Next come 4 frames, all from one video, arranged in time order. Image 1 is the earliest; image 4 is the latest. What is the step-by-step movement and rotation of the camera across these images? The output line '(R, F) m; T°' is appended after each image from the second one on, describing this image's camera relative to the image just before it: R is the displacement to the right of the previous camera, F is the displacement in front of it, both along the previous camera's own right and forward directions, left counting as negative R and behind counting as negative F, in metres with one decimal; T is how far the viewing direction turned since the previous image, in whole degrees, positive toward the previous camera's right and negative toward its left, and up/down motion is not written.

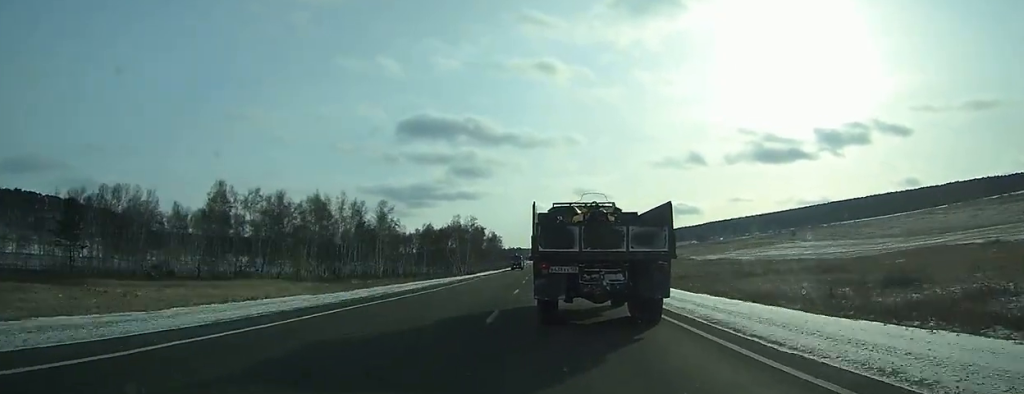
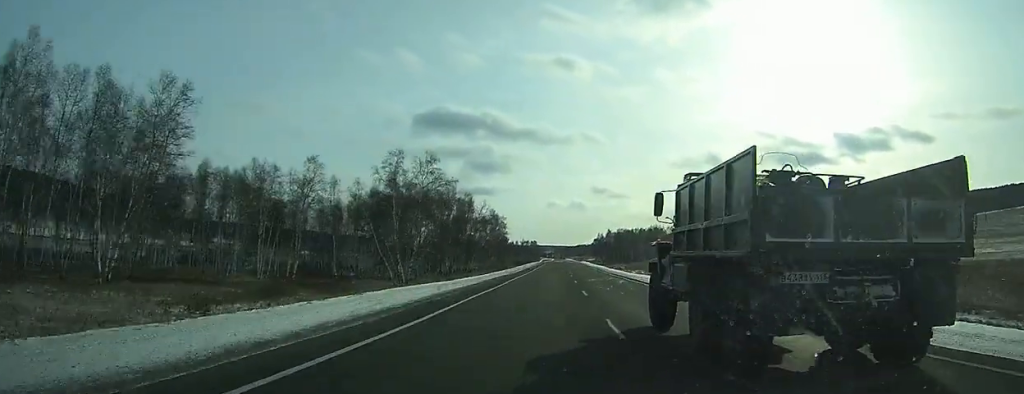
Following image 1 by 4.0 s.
(-1.1, +87.9) m; -1°
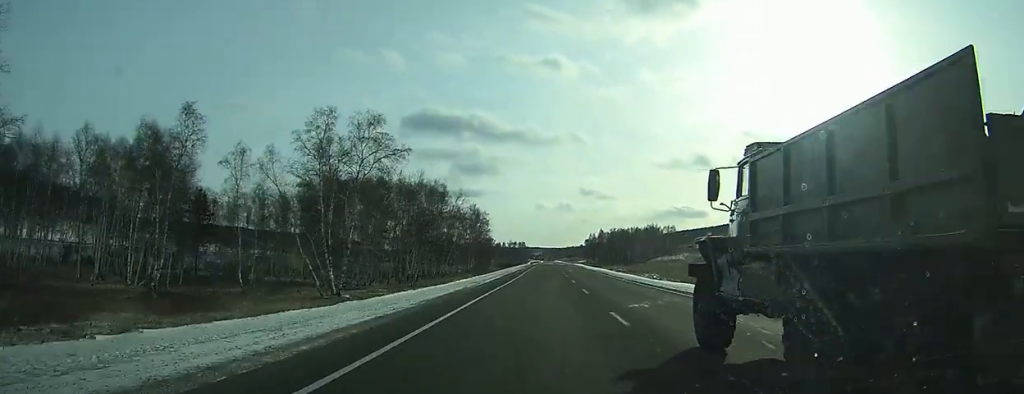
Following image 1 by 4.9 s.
(+0.2, +20.9) m; +1°
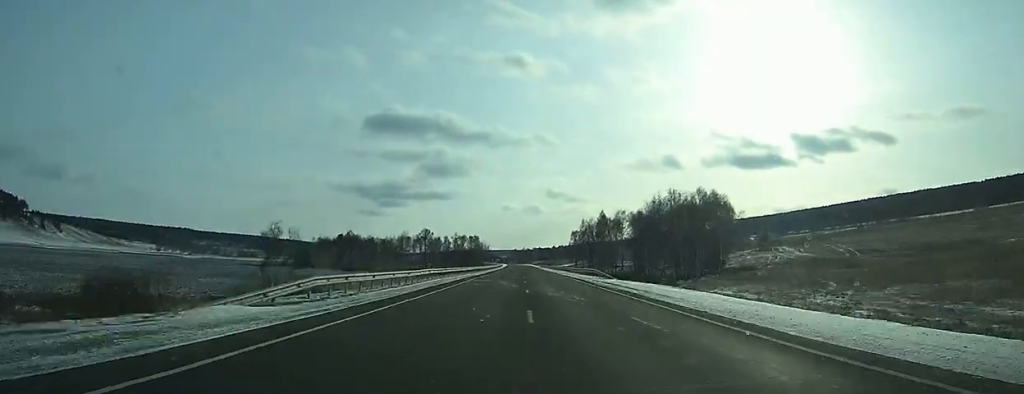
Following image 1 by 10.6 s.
(+4.2, +140.7) m; +2°
